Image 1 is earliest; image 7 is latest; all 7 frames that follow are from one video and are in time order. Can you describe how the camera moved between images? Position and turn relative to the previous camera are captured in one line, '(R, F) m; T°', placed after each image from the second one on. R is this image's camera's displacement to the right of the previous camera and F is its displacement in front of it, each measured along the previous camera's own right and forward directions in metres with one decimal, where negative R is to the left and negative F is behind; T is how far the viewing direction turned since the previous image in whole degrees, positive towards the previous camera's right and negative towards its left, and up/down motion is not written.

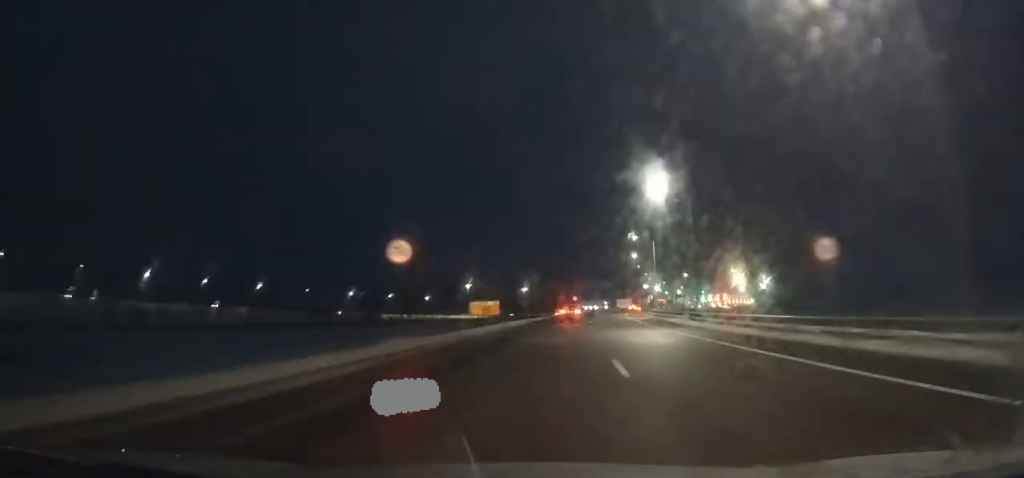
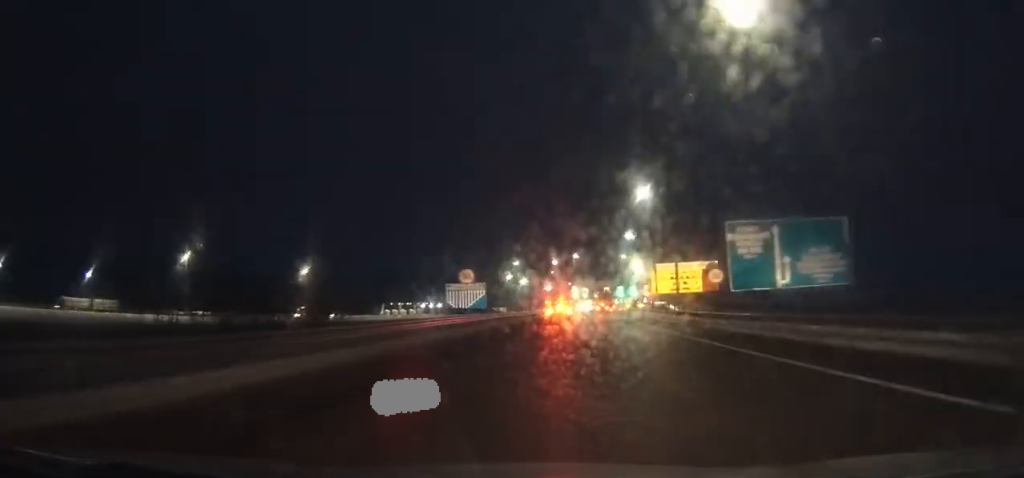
(+23.8, +175.1) m; +8°
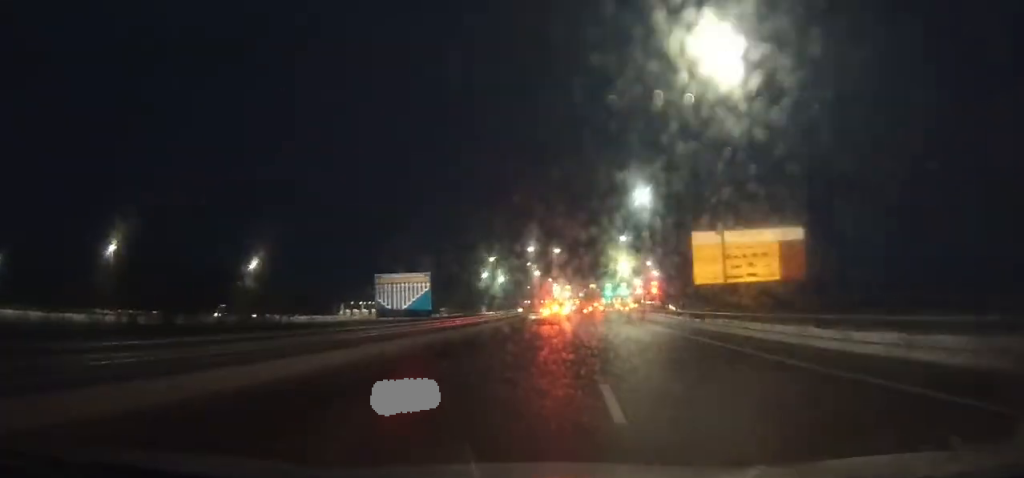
(0.0, +29.9) m; 0°
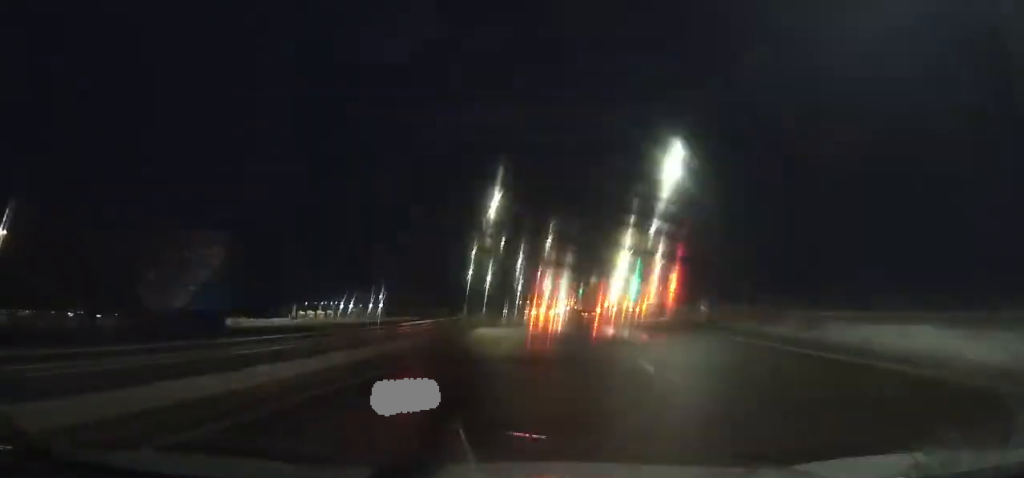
(0.0, +44.6) m; 0°
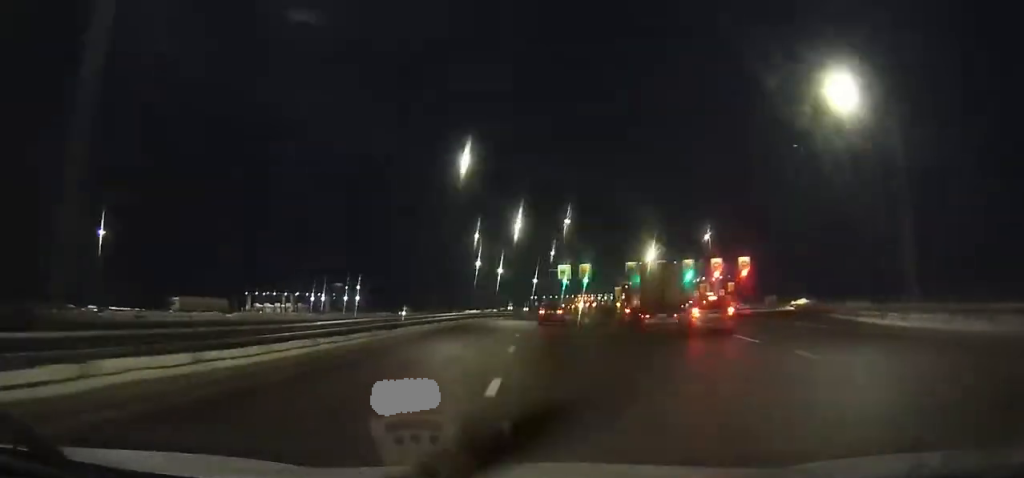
(0.0, +49.4) m; +2°
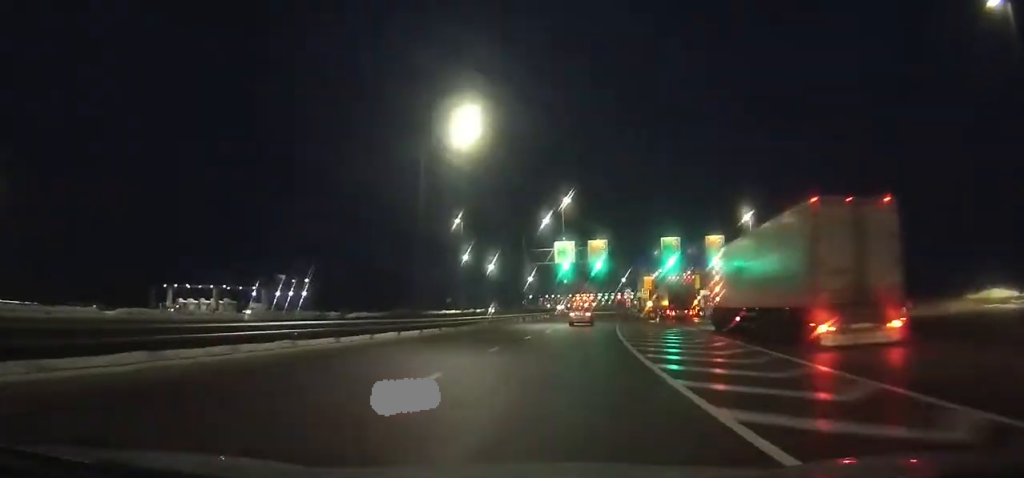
(+2.0, +44.3) m; +3°
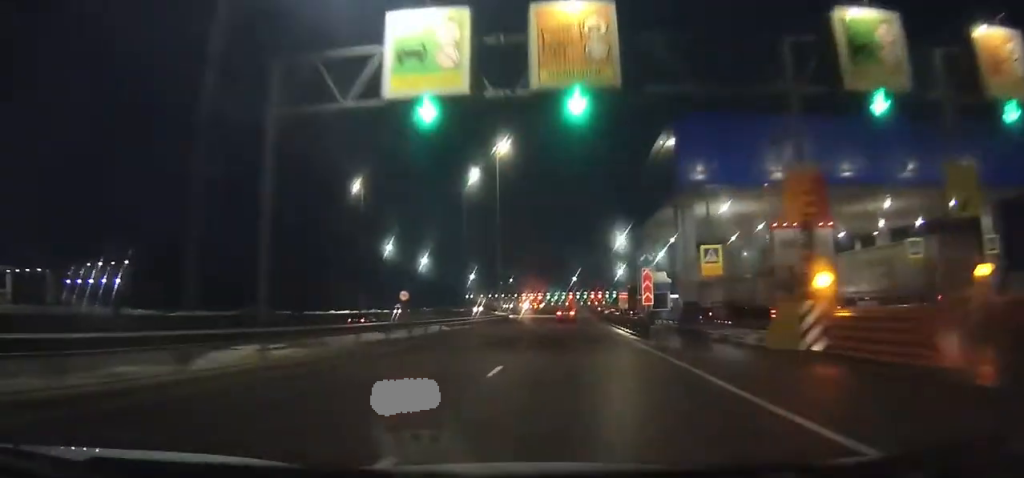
(+1.4, +57.2) m; +5°
